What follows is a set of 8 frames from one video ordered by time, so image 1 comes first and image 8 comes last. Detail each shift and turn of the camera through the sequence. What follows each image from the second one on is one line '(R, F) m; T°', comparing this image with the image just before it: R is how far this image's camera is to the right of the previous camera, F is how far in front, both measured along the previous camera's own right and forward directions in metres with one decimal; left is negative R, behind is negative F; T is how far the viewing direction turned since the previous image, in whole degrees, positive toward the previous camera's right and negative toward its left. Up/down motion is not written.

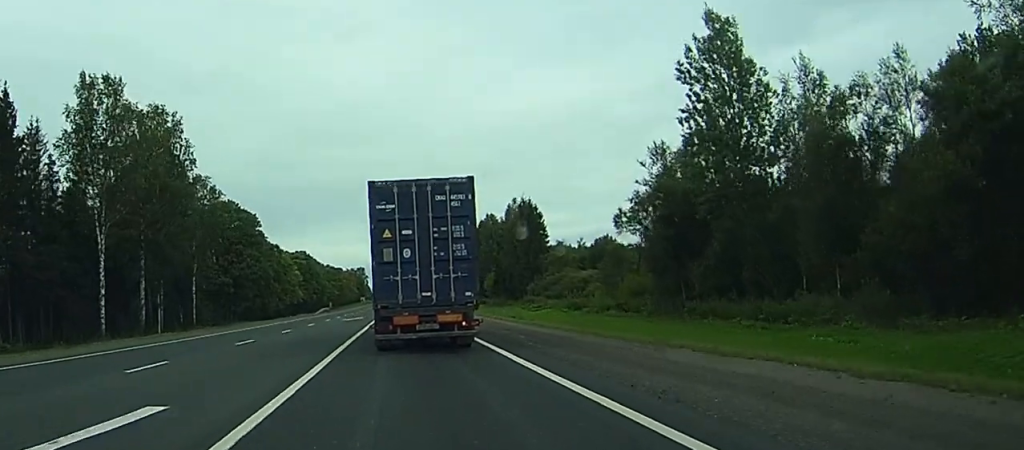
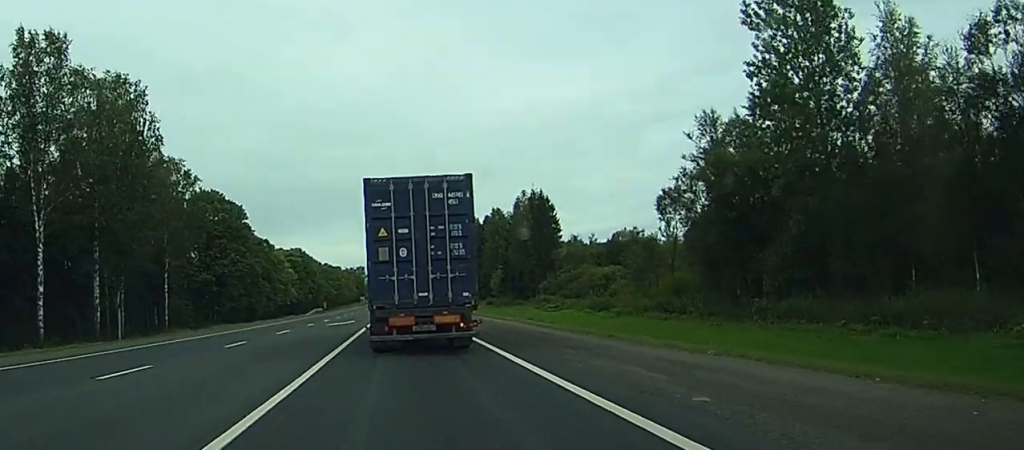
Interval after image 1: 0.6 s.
(+0.1, +13.3) m; 0°
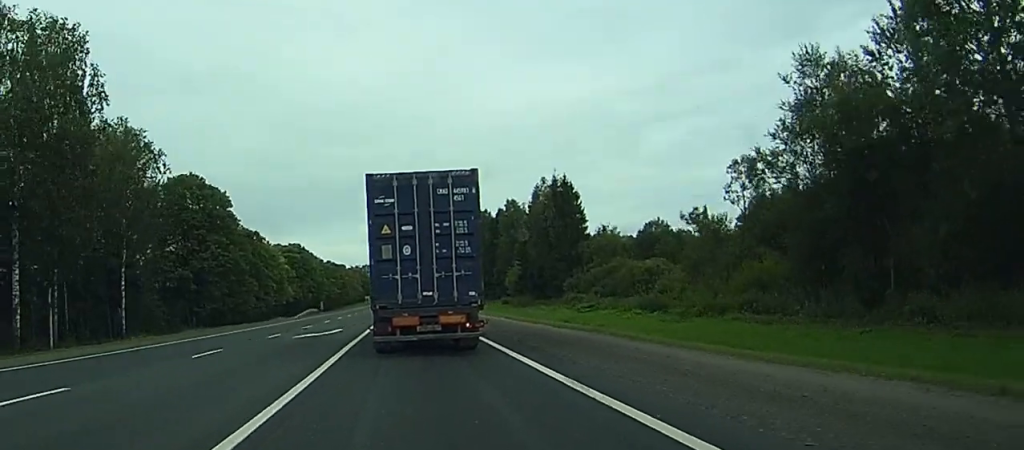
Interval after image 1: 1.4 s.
(0.0, +17.2) m; 0°
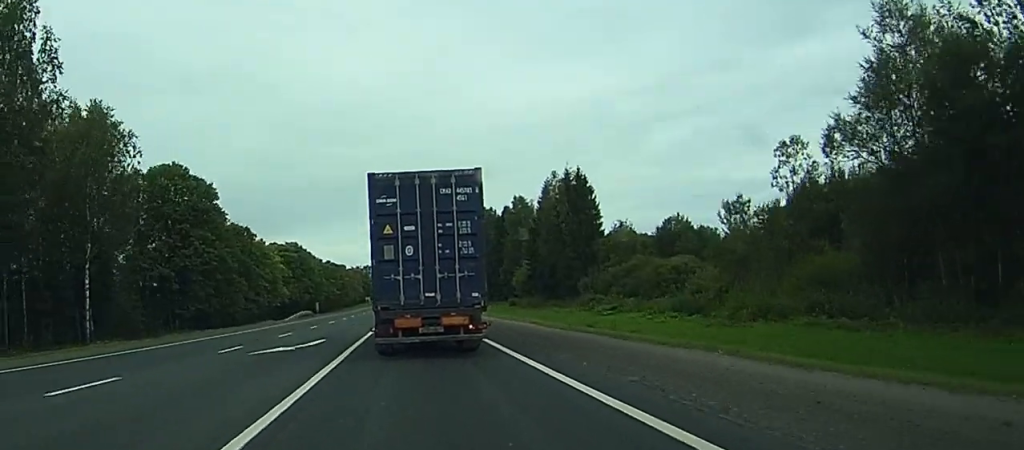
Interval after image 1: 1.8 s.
(0.0, +9.8) m; 0°
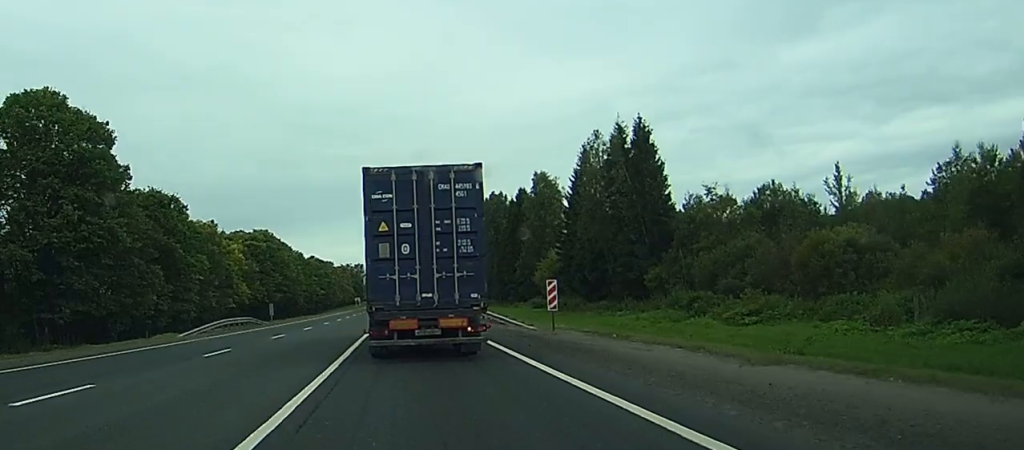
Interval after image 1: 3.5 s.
(-0.2, +38.1) m; -1°
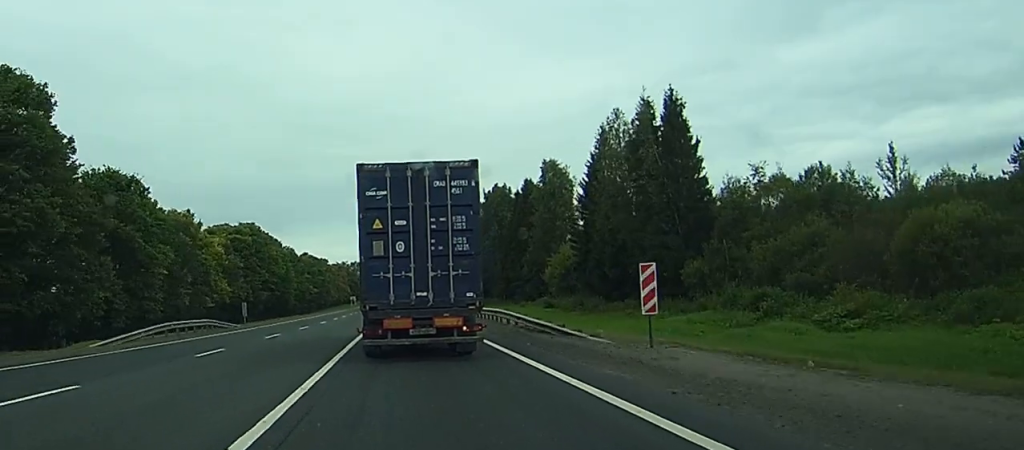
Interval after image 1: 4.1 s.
(0.0, +12.5) m; 0°
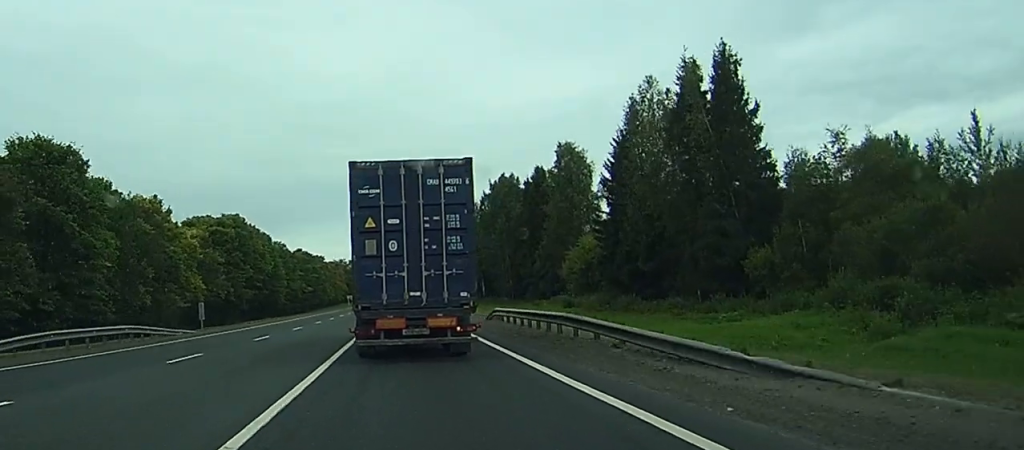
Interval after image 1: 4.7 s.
(0.0, +14.7) m; 0°
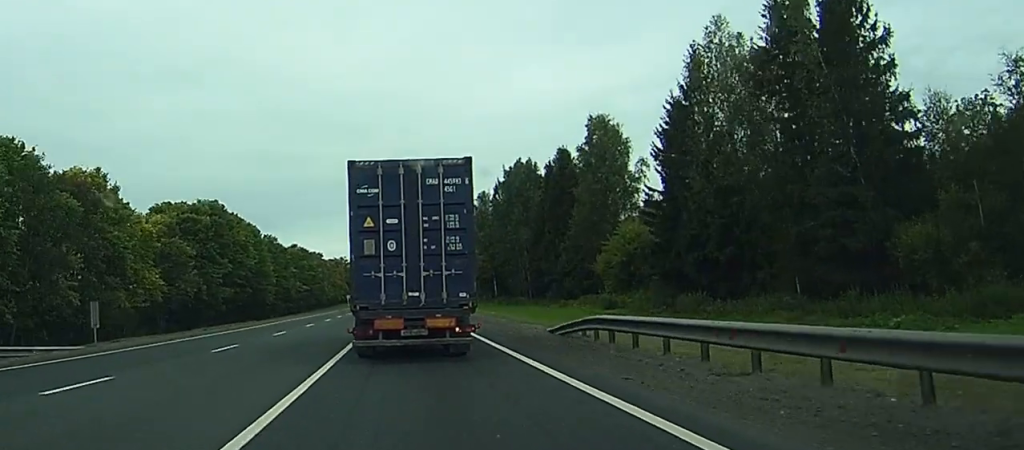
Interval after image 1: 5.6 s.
(0.0, +19.6) m; 0°
